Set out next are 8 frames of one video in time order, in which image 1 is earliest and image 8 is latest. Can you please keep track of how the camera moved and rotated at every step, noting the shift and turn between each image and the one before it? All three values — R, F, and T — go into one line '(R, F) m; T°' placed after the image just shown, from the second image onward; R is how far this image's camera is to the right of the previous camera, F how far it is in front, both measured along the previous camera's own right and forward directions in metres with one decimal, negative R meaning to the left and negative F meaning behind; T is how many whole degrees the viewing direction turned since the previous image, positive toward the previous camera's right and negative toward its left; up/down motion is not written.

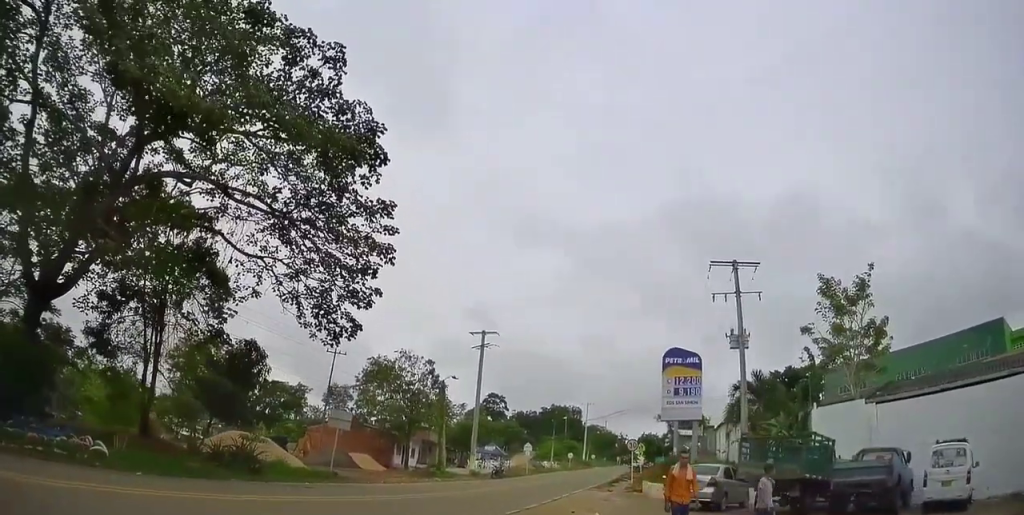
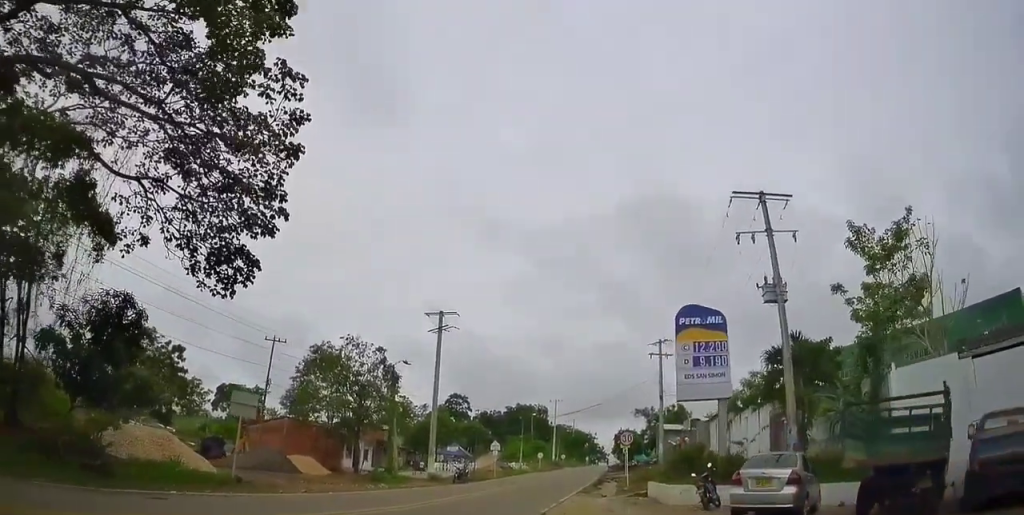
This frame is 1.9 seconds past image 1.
(+0.1, +7.0) m; +8°
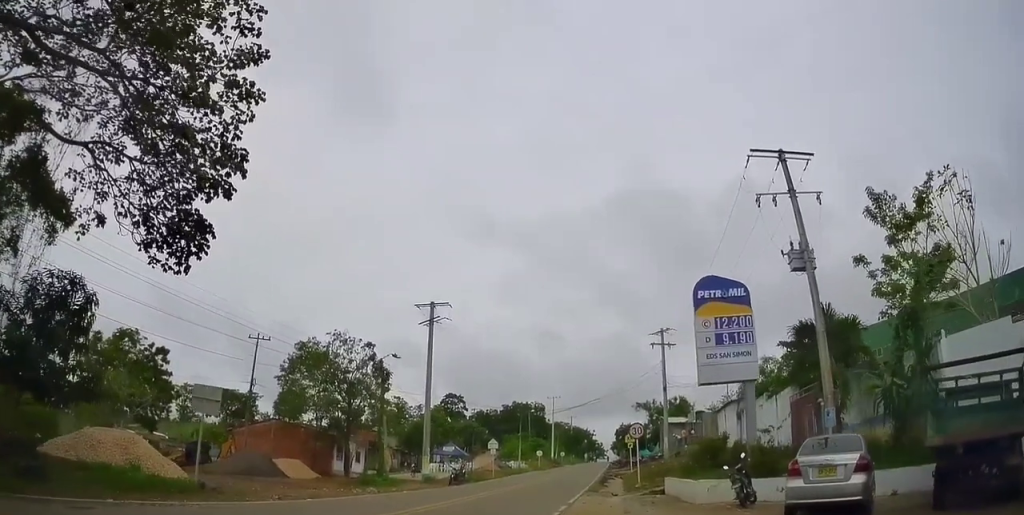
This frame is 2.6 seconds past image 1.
(+0.3, +2.3) m; 0°
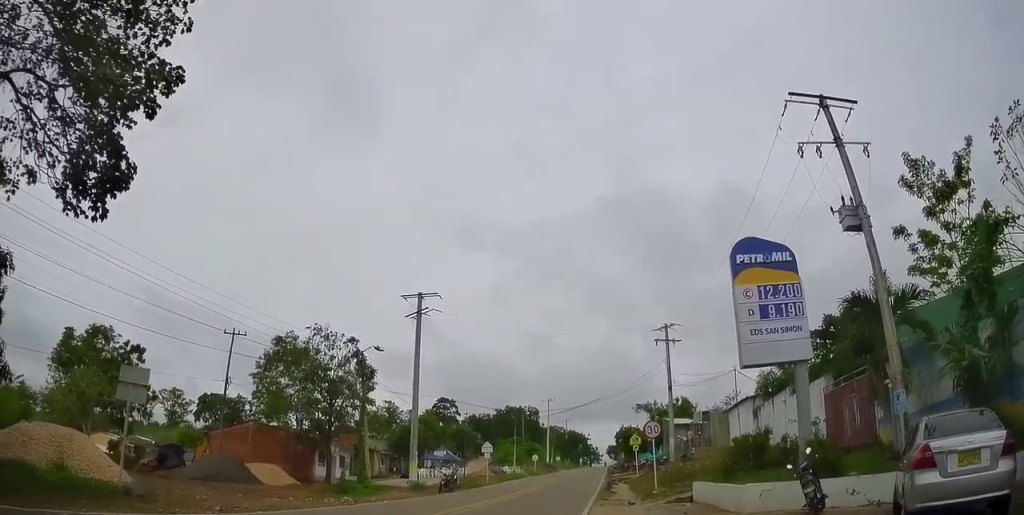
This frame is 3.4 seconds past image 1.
(-0.4, +3.1) m; -6°
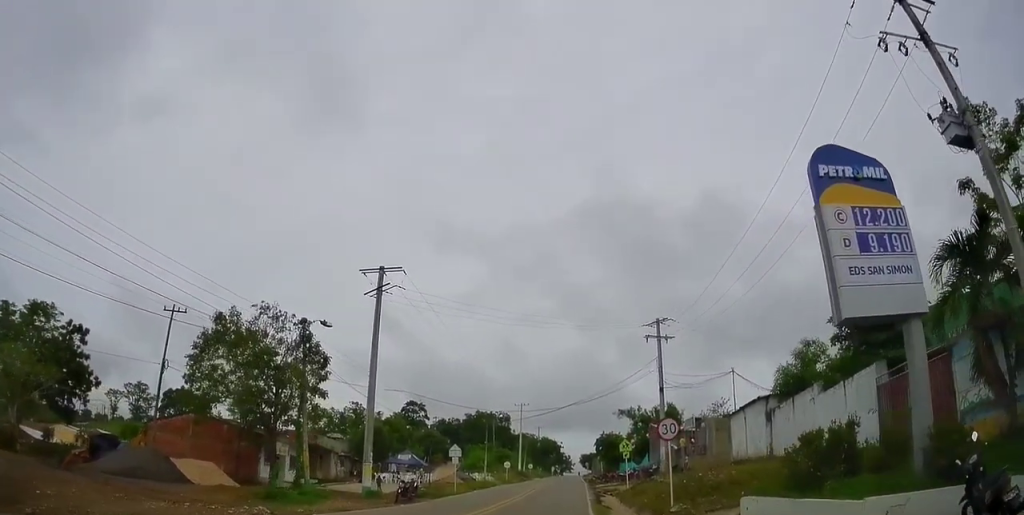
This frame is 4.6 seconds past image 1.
(-0.1, +5.0) m; +2°
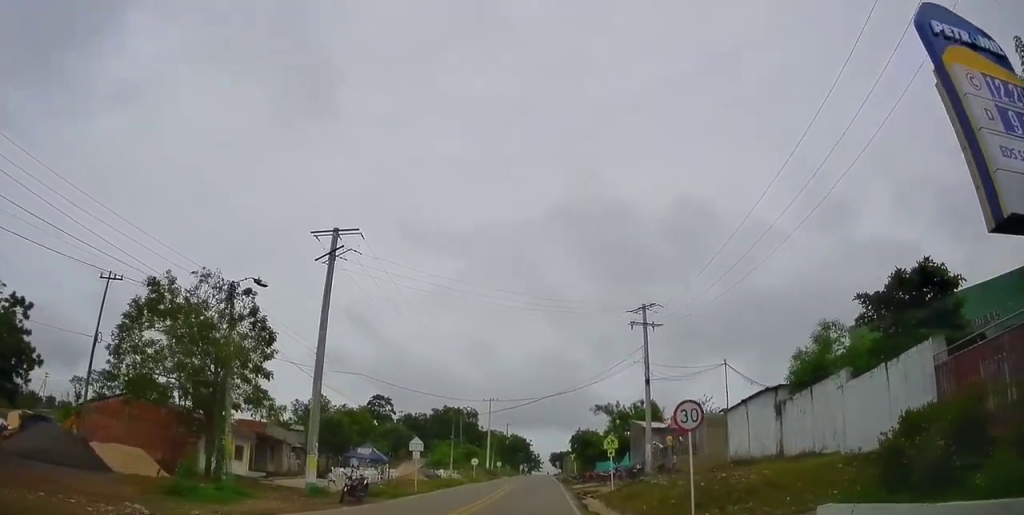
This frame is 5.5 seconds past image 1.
(+0.2, +4.2) m; +3°
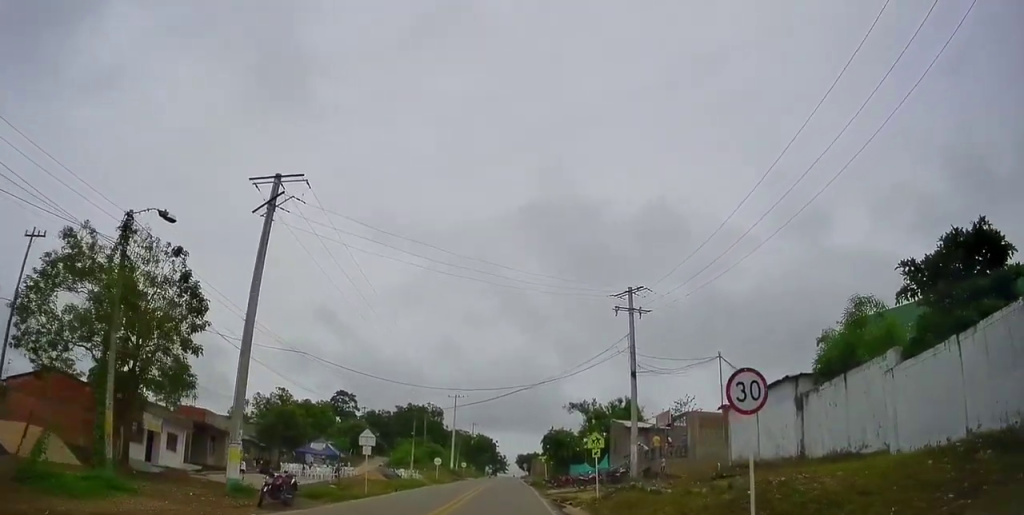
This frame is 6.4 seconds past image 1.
(0.0, +4.5) m; 0°
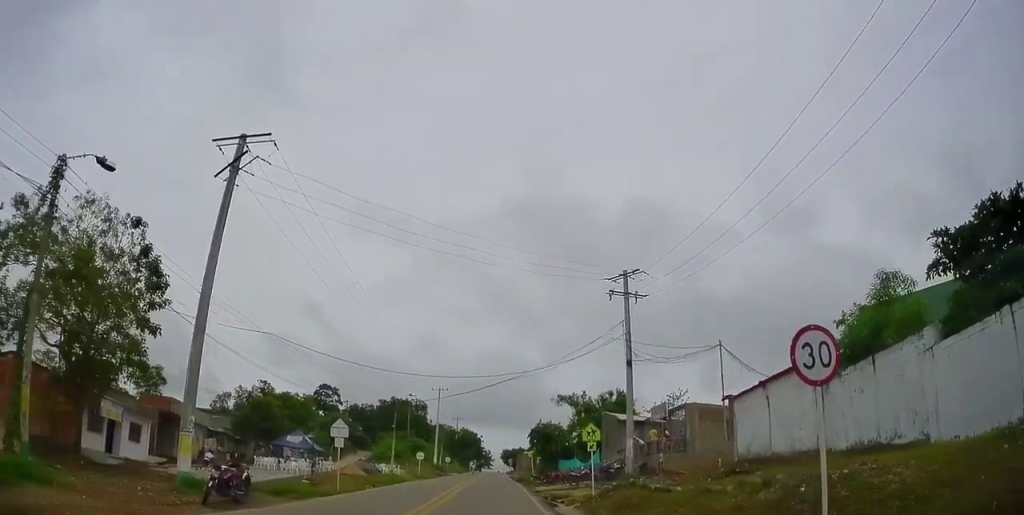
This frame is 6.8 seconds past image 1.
(0.0, +2.3) m; +1°
